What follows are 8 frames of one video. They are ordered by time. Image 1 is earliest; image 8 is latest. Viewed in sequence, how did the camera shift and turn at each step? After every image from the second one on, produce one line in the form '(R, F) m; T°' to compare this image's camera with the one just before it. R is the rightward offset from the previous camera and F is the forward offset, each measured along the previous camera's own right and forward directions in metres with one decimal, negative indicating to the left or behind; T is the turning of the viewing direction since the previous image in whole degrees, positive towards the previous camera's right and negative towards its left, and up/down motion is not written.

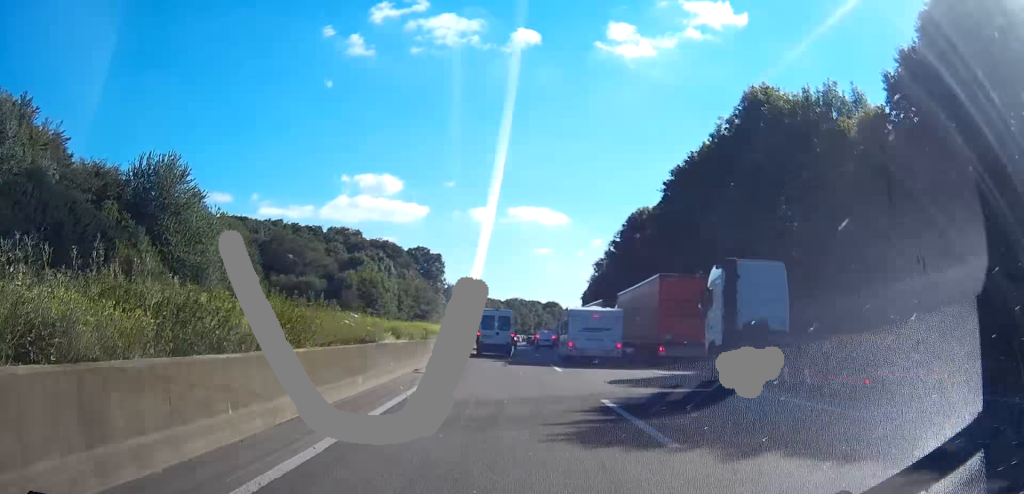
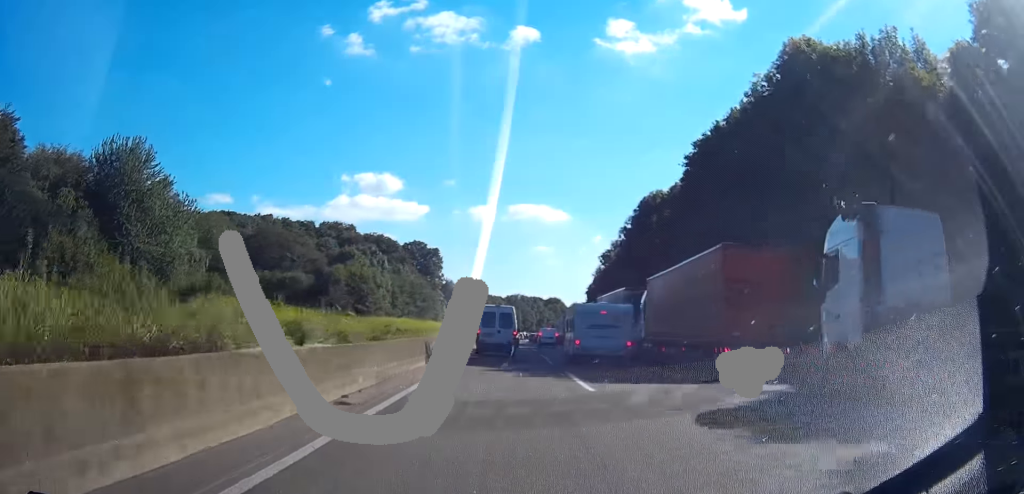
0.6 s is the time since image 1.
(0.0, +9.5) m; -1°
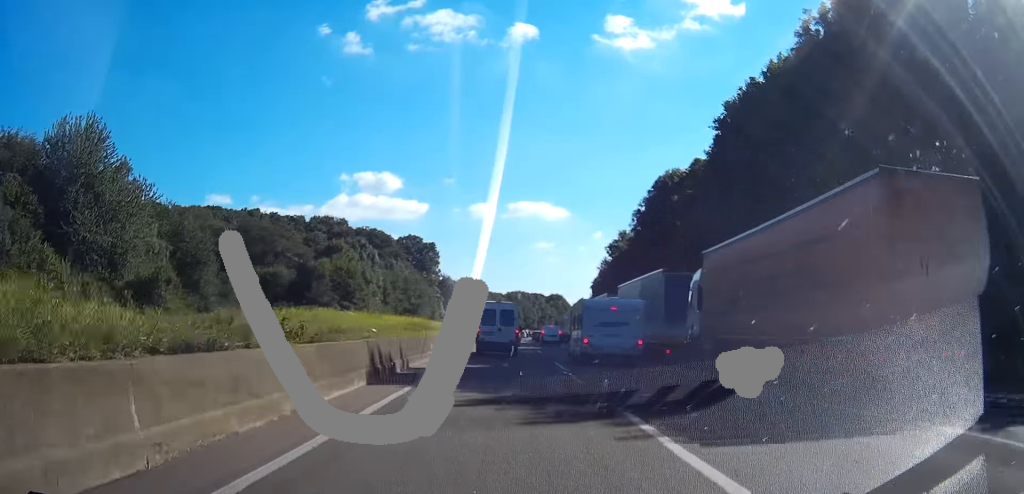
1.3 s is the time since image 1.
(-0.1, +10.1) m; -1°
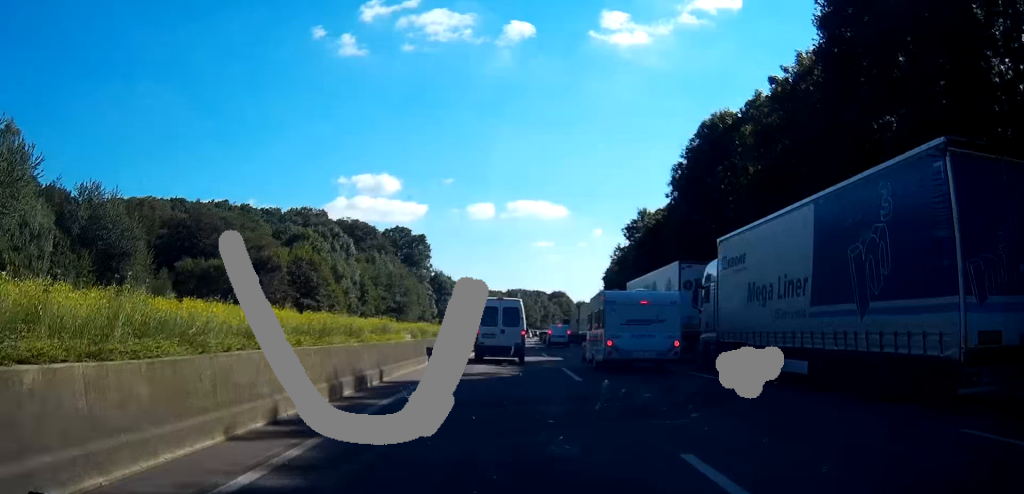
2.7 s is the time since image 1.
(-0.3, +20.2) m; -1°
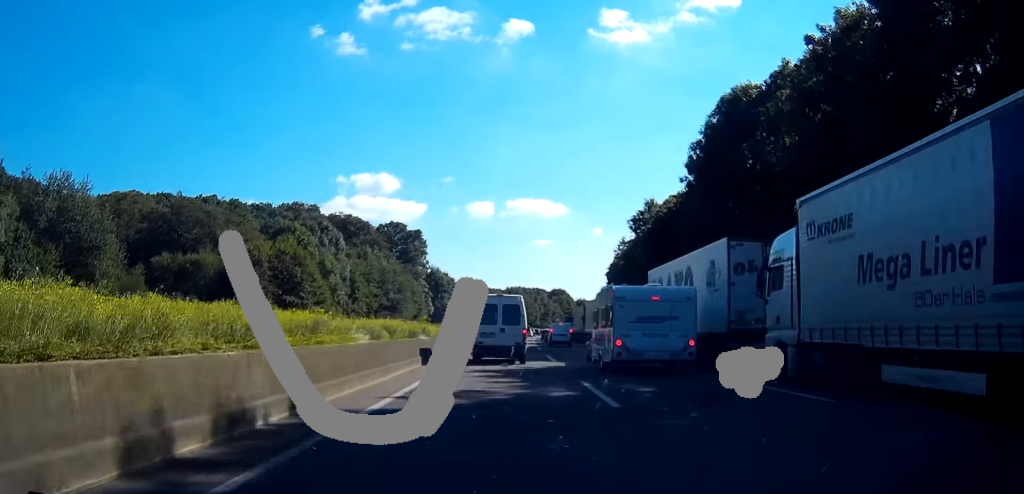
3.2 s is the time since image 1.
(0.0, +6.2) m; 0°
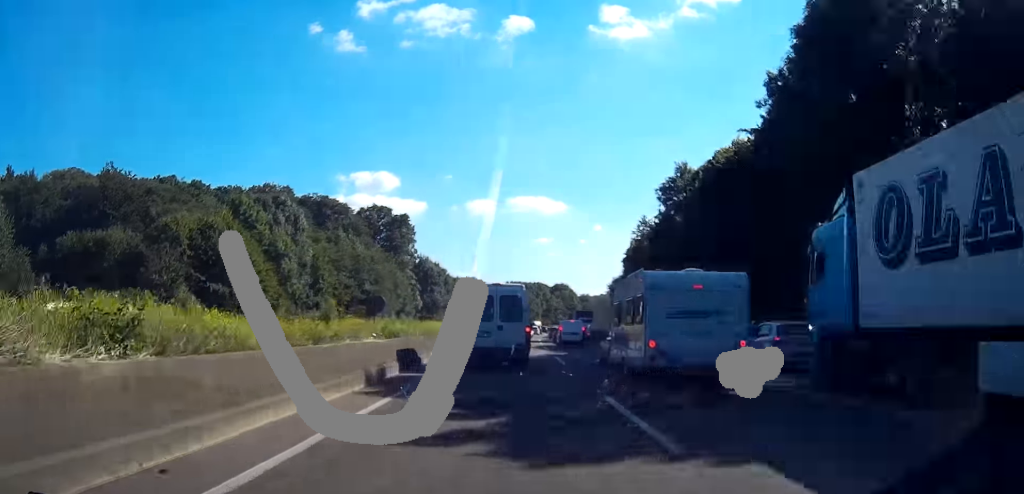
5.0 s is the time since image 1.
(+0.2, +20.0) m; +1°
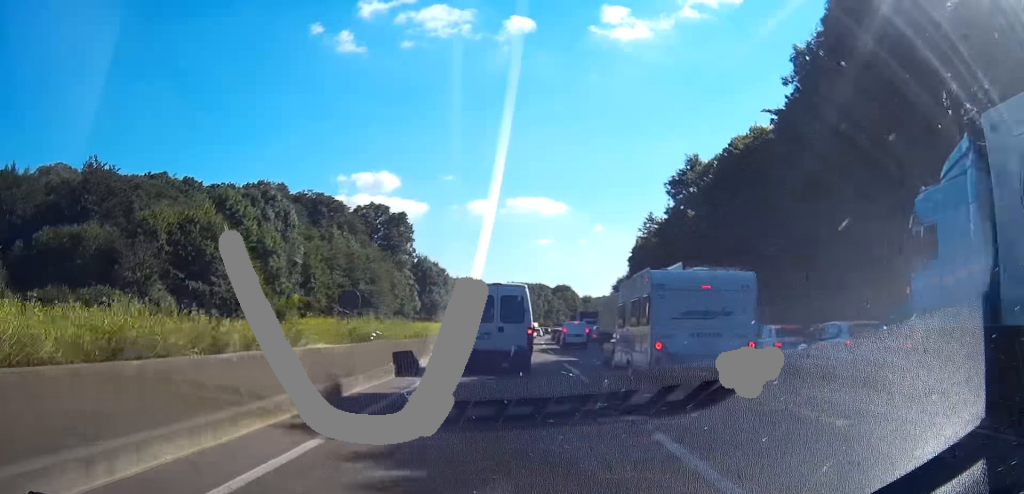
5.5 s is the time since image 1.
(0.0, +4.4) m; 0°
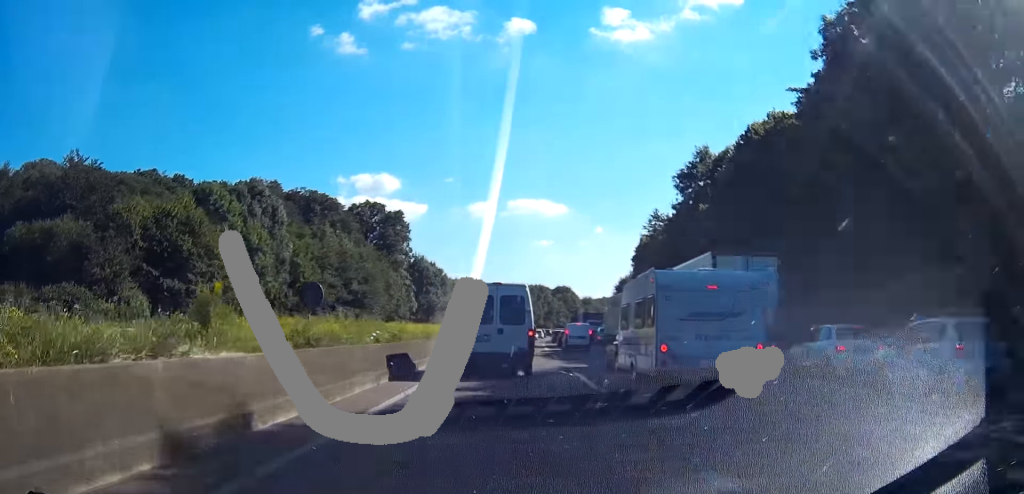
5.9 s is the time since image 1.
(0.0, +4.4) m; 0°
